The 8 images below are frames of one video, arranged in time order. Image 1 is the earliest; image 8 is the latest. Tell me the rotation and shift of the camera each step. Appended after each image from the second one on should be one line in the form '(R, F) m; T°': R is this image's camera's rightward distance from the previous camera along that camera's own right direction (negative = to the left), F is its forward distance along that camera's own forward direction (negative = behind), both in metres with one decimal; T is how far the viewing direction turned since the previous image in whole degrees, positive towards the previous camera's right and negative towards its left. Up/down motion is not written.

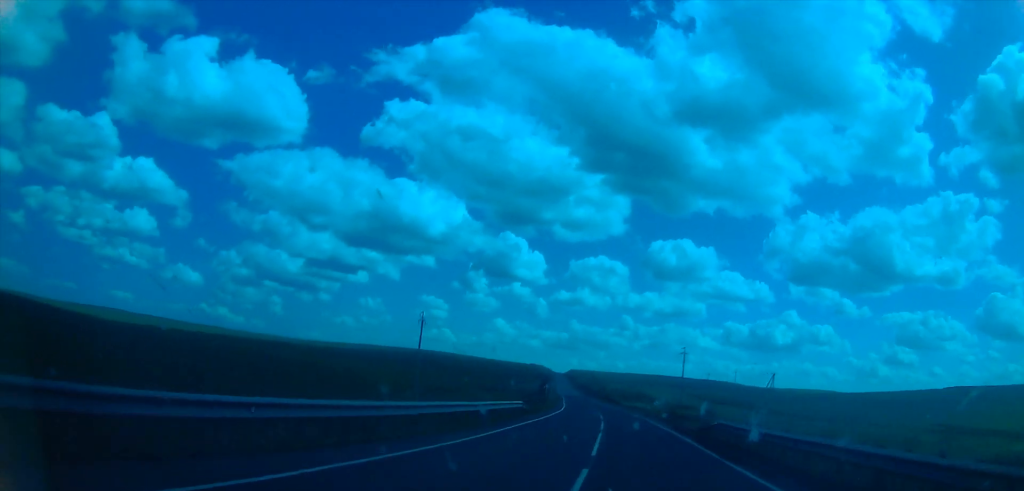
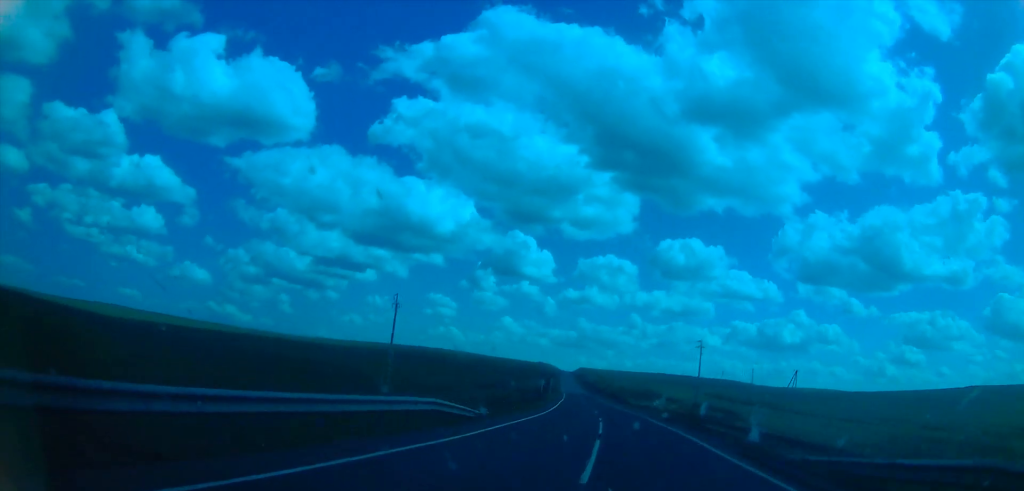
(+0.4, +17.2) m; -1°
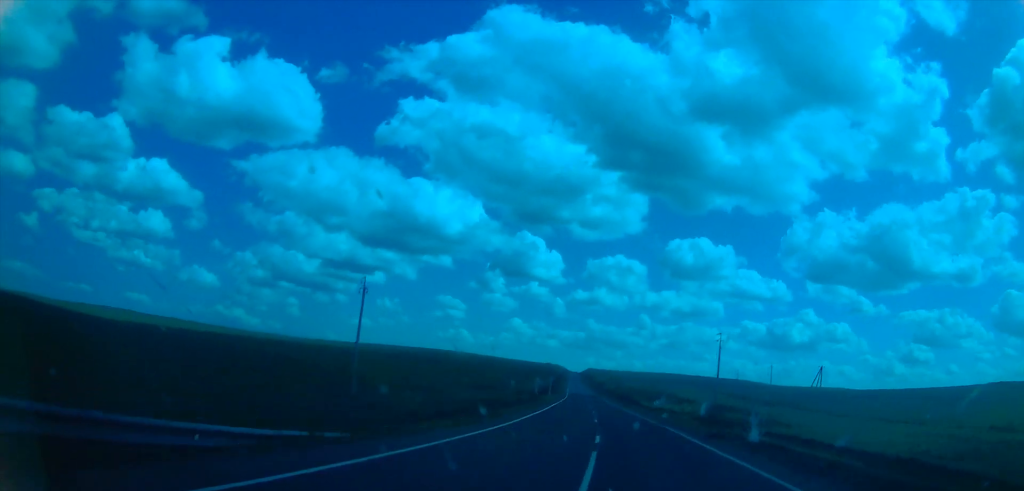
(+0.2, +15.4) m; -1°
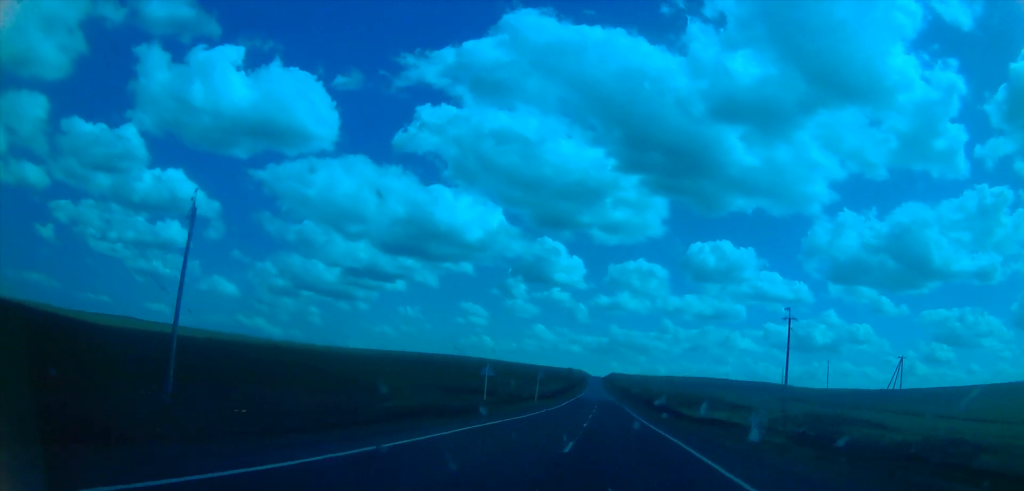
(-1.5, +38.8) m; -3°
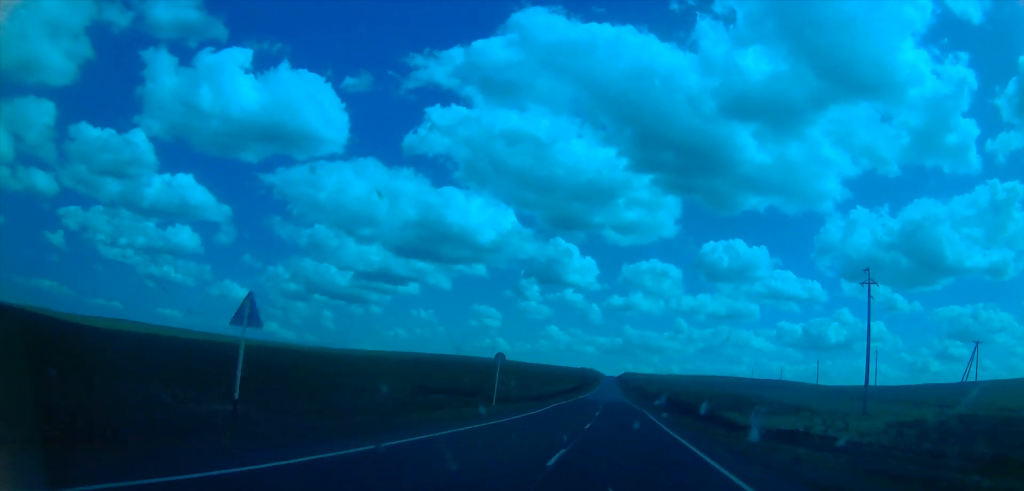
(-0.1, +26.5) m; -1°
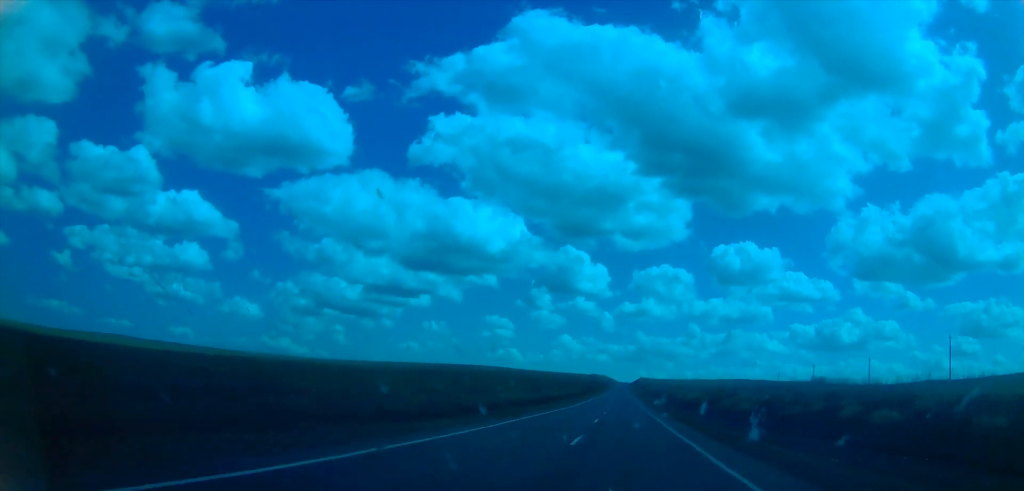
(-0.9, +77.8) m; -1°
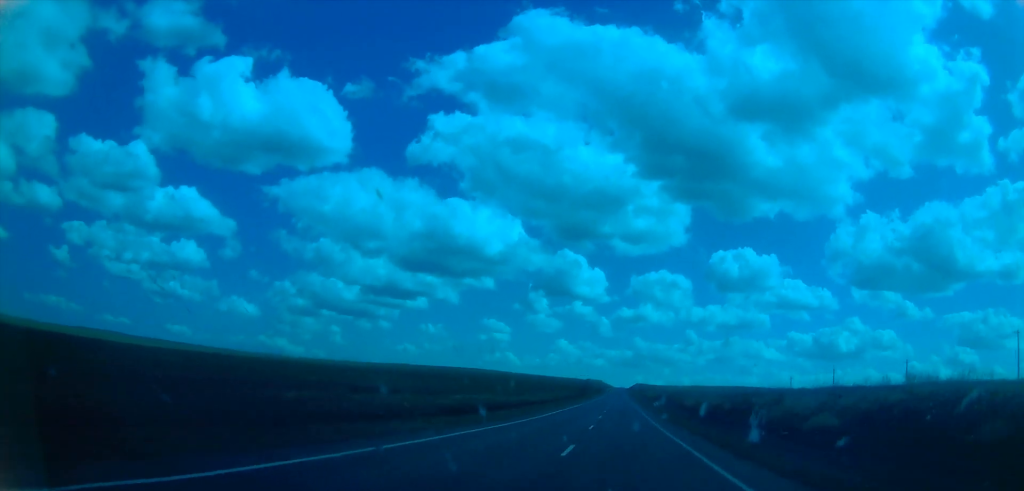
(+0.1, +26.1) m; 0°
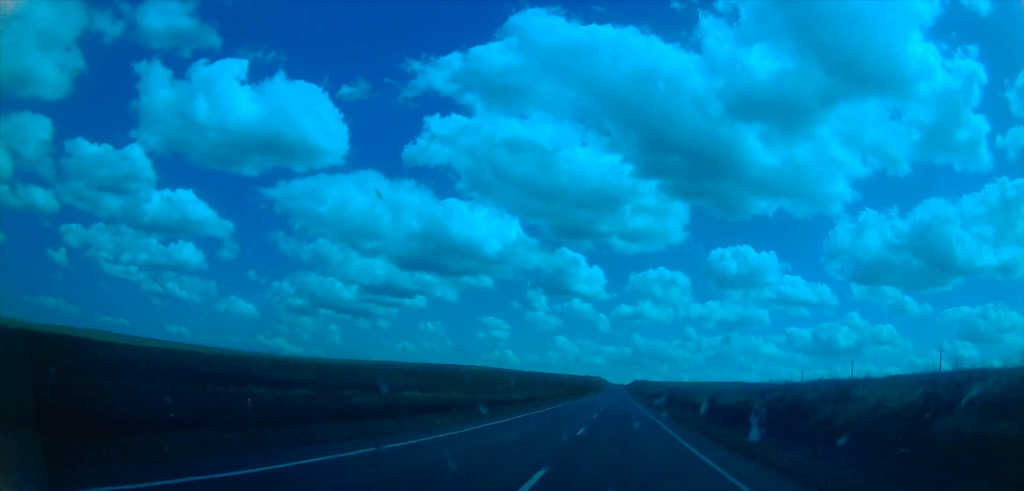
(+0.2, +17.5) m; 0°
